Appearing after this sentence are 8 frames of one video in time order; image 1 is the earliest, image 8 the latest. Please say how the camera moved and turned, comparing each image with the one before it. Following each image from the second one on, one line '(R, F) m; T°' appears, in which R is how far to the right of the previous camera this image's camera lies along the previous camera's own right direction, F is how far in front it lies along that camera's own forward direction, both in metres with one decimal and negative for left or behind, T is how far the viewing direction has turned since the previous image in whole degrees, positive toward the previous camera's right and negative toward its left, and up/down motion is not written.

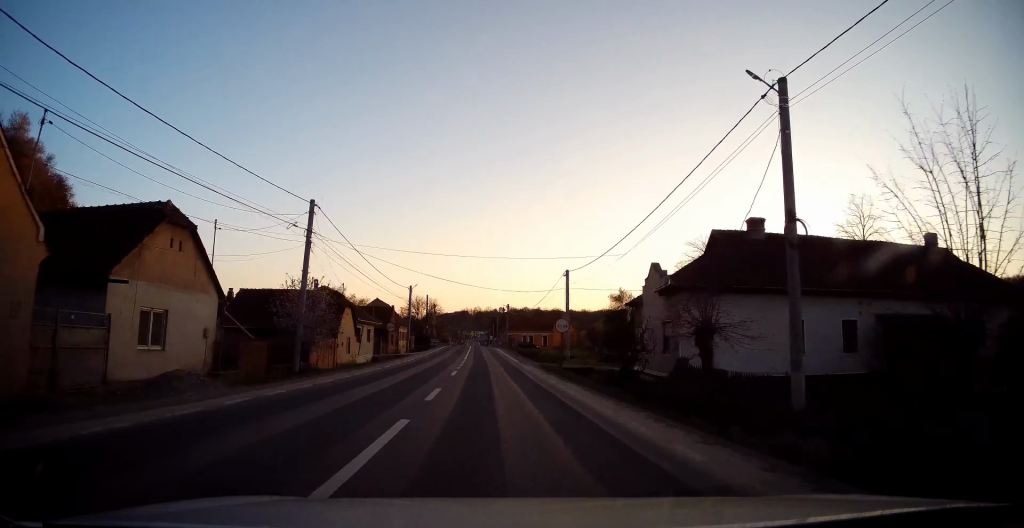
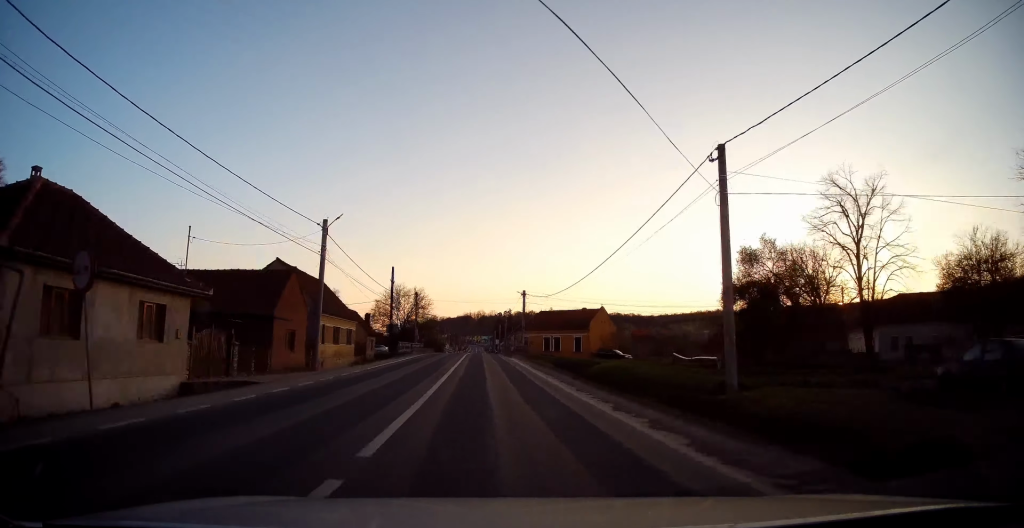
(-0.2, +32.7) m; 0°
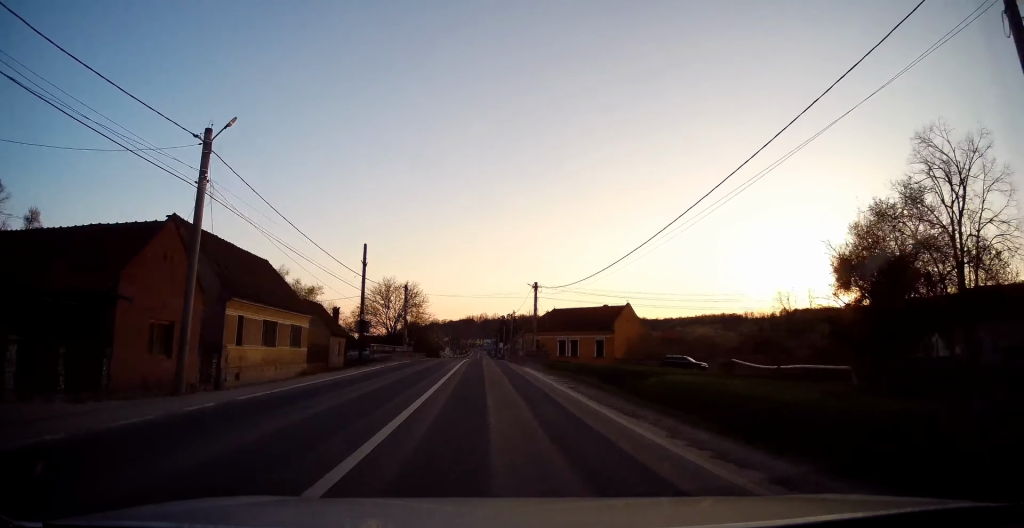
(-0.1, +12.0) m; 0°
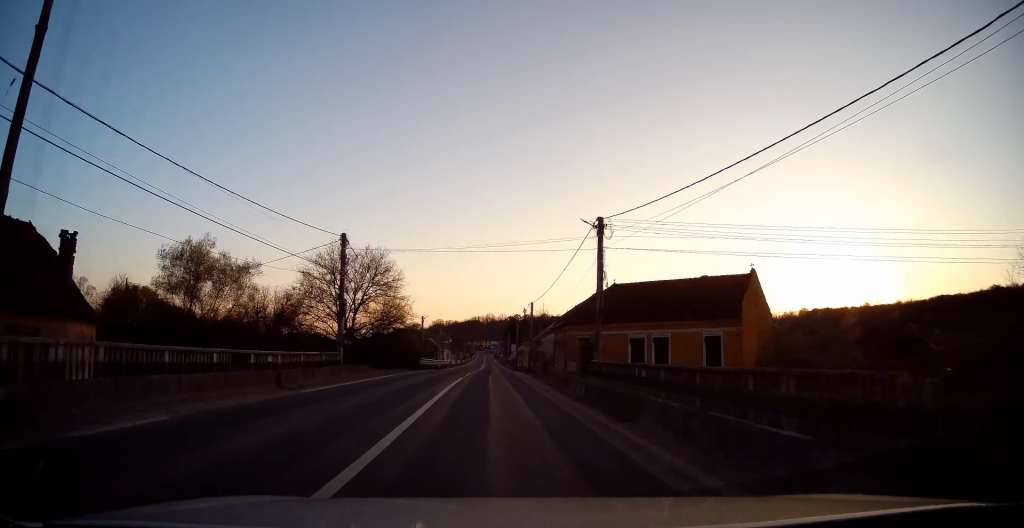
(-0.1, +28.3) m; 0°
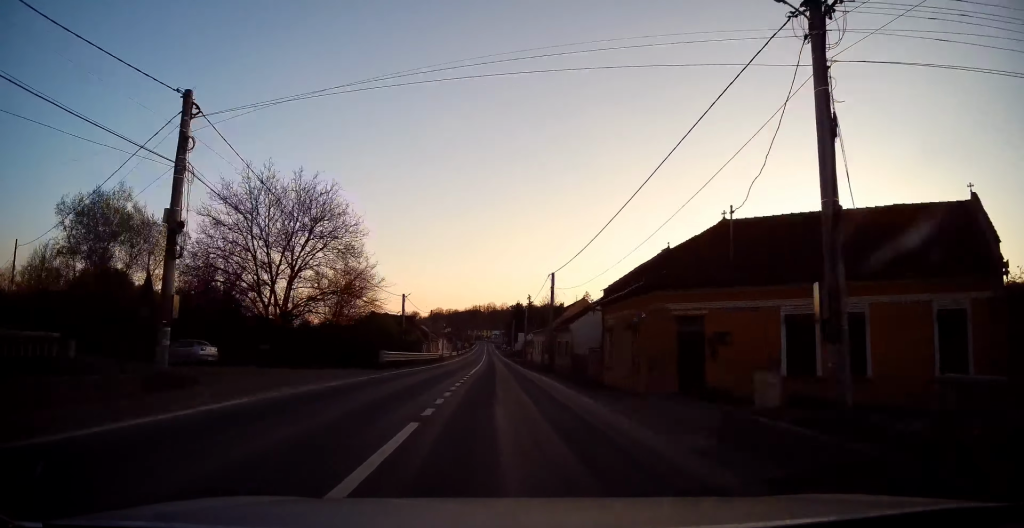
(0.0, +17.6) m; 0°
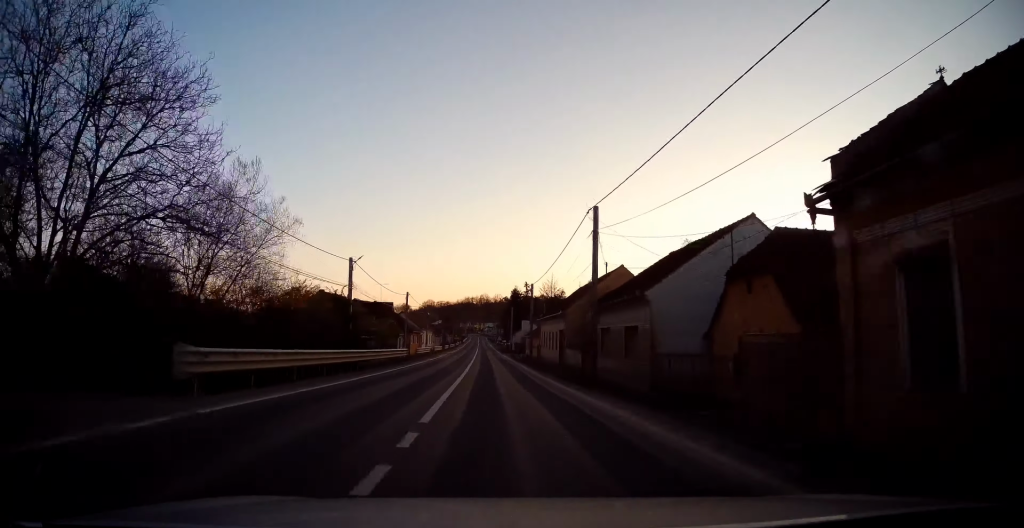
(0.0, +19.0) m; 0°
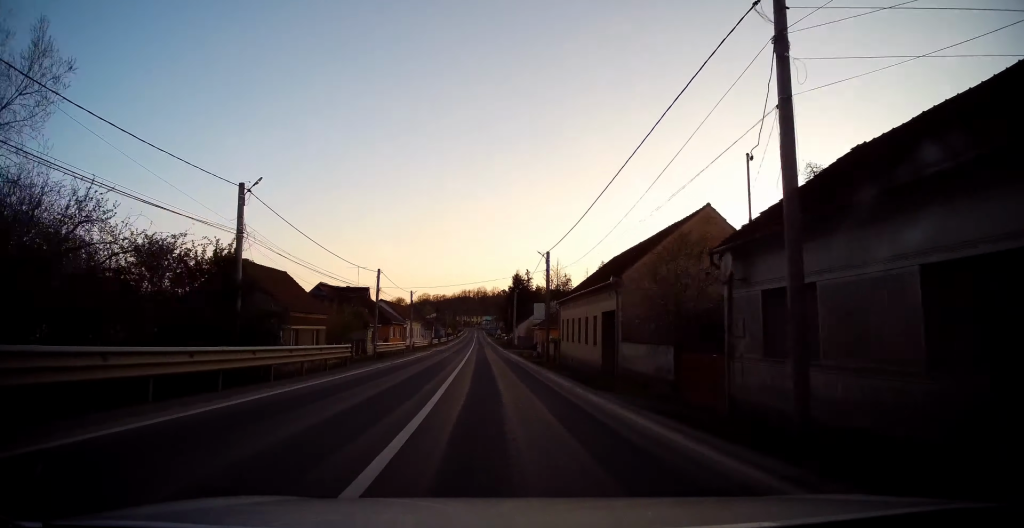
(0.0, +16.2) m; 0°
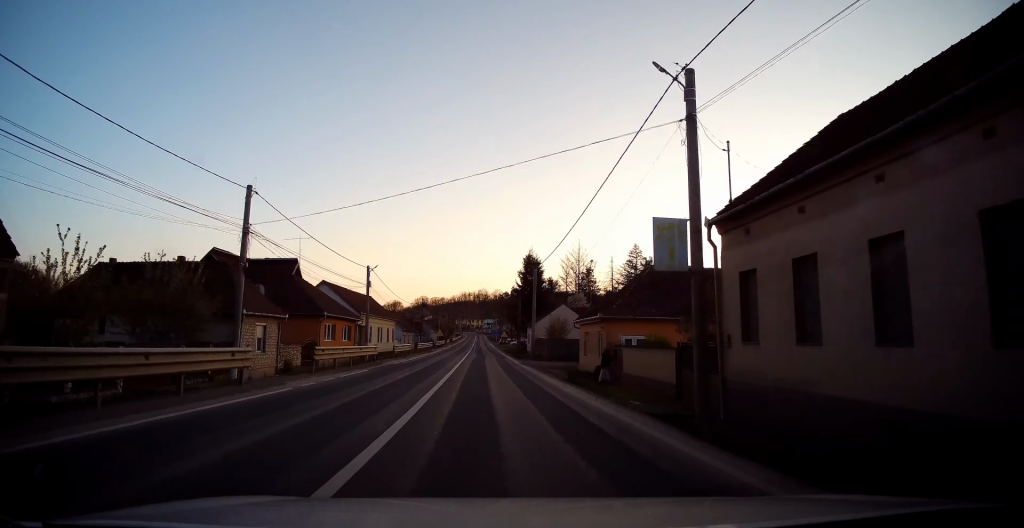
(-0.1, +29.1) m; 0°
